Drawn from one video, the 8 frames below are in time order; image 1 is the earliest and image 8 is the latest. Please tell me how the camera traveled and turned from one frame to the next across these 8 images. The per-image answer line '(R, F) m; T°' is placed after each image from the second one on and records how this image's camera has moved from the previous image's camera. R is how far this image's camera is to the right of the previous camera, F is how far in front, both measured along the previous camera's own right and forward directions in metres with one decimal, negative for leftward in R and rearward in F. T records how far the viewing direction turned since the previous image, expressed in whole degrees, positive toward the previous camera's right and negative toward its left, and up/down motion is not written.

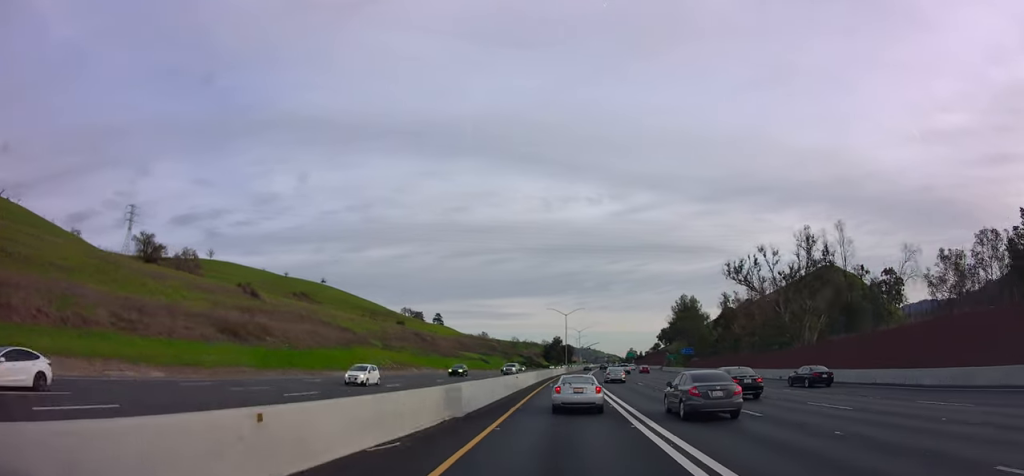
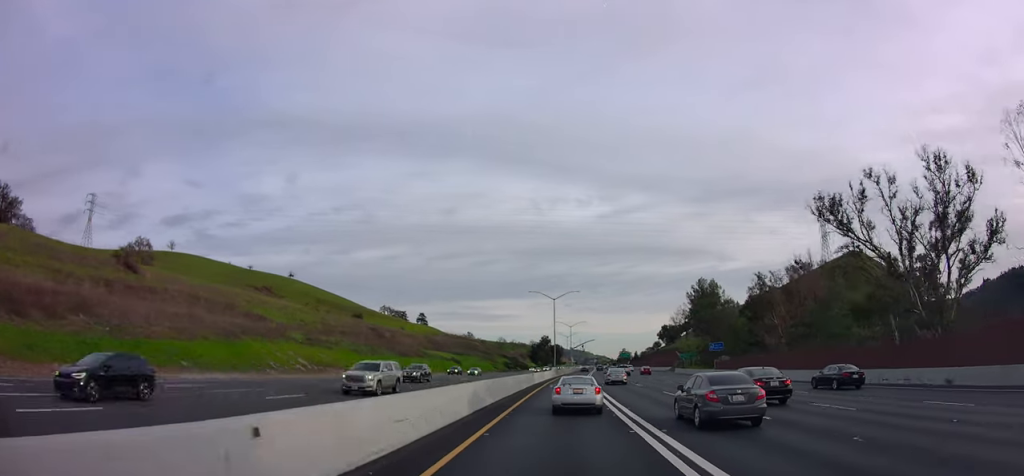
(+0.4, +30.2) m; +2°
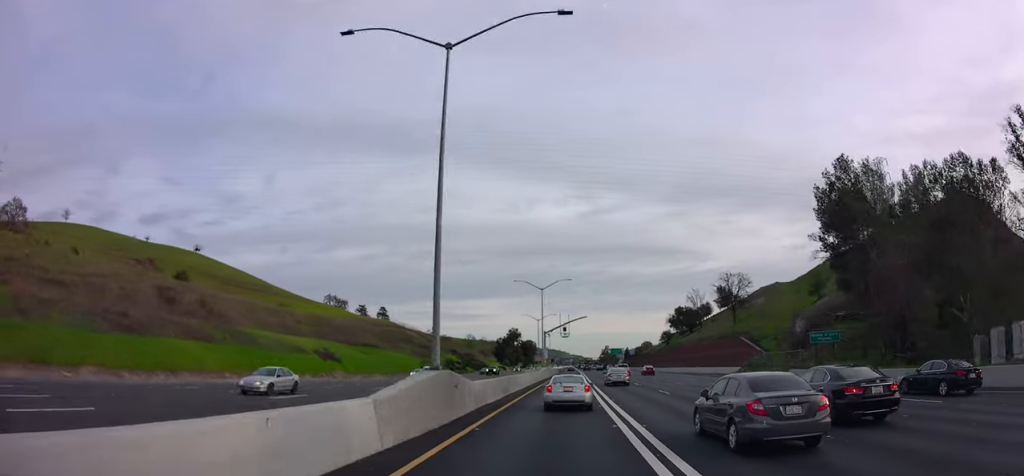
(+1.5, +72.0) m; +2°
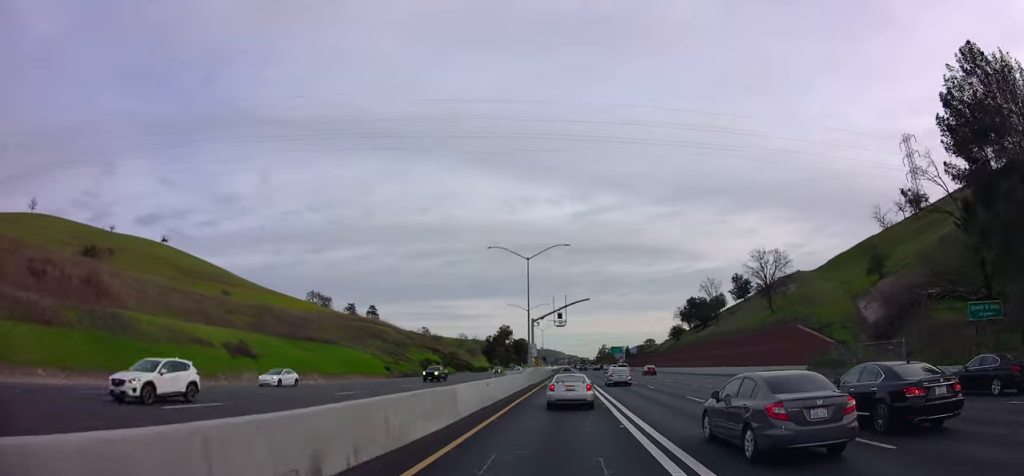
(+0.1, +22.2) m; 0°
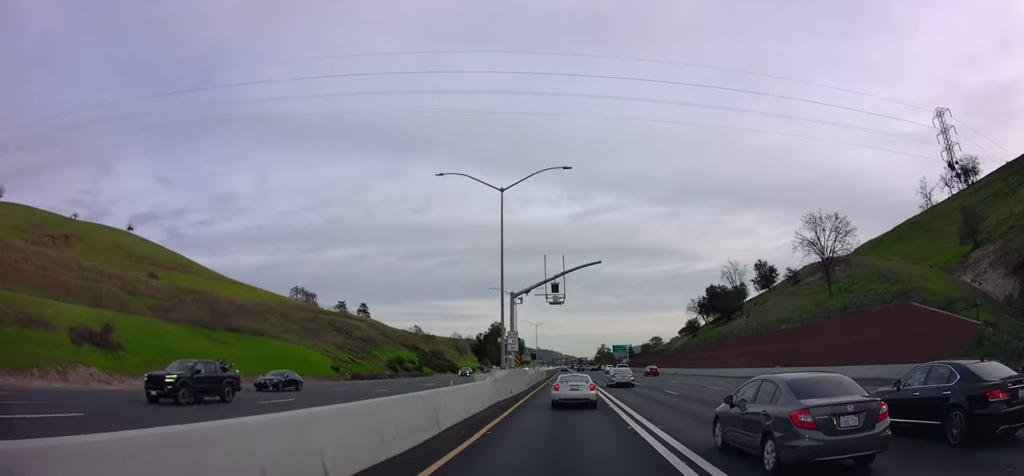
(0.0, +22.2) m; +1°
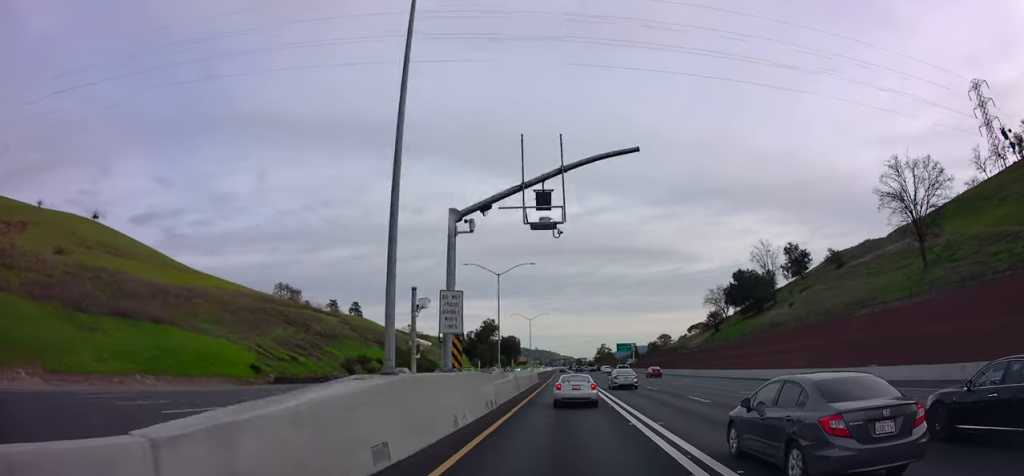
(0.0, +21.1) m; +1°
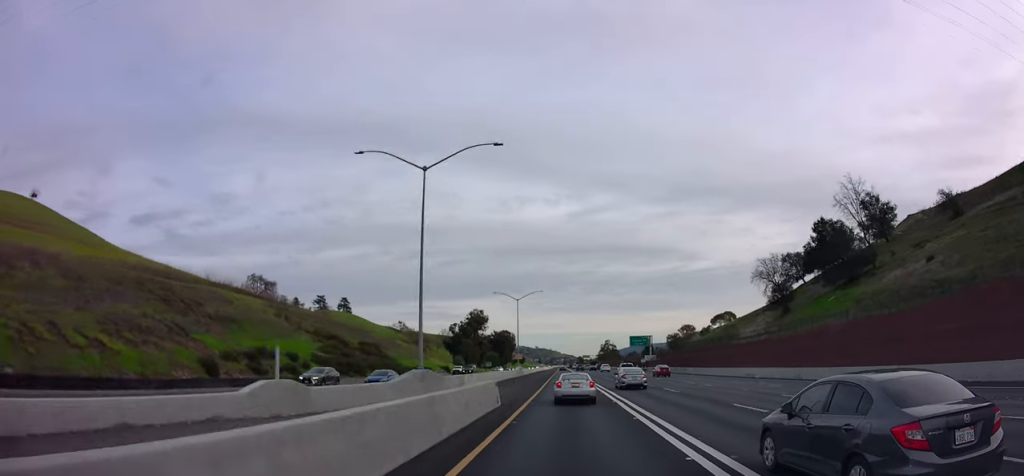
(+0.6, +35.1) m; +1°
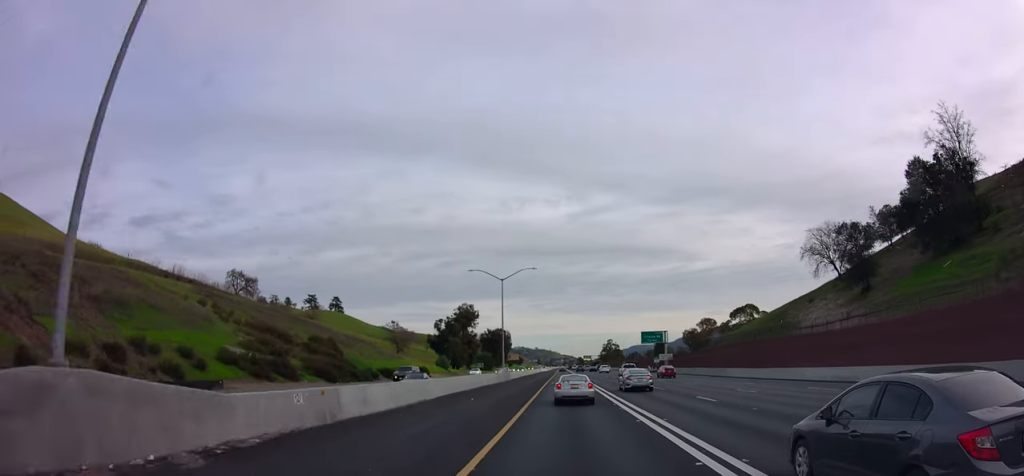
(0.0, +22.2) m; -1°
